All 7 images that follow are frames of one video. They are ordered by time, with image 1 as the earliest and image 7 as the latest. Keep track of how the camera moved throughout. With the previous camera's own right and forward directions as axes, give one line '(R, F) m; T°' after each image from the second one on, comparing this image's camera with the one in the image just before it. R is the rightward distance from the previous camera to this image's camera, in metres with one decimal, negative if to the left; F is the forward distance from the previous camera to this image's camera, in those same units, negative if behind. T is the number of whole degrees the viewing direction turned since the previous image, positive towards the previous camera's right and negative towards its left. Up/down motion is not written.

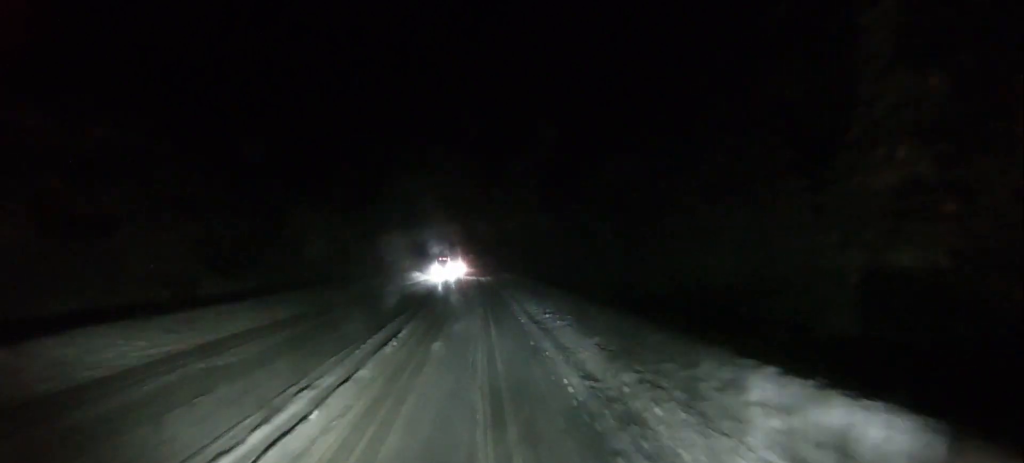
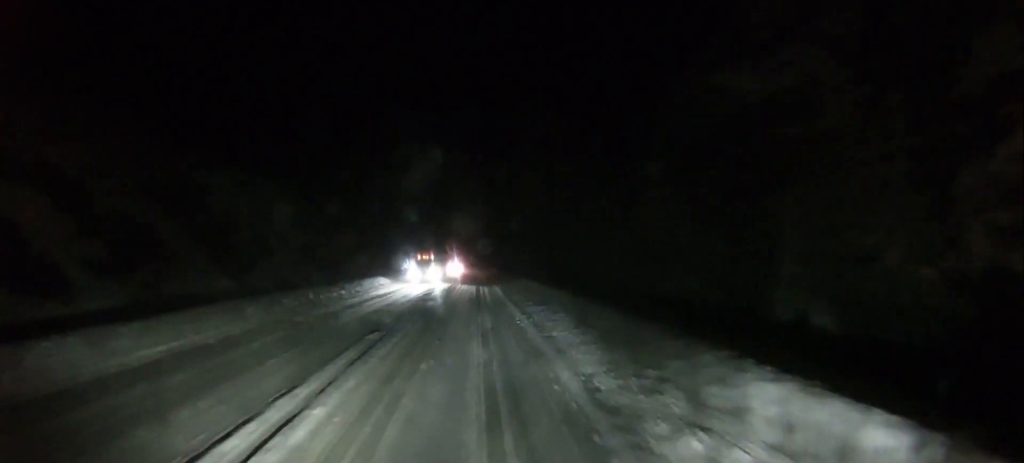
(+0.4, +18.2) m; +1°
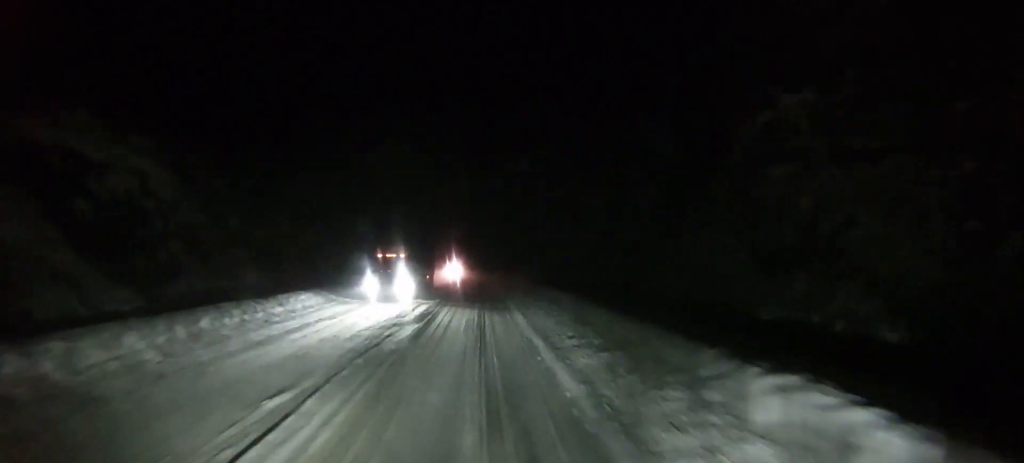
(-0.2, +14.3) m; -2°
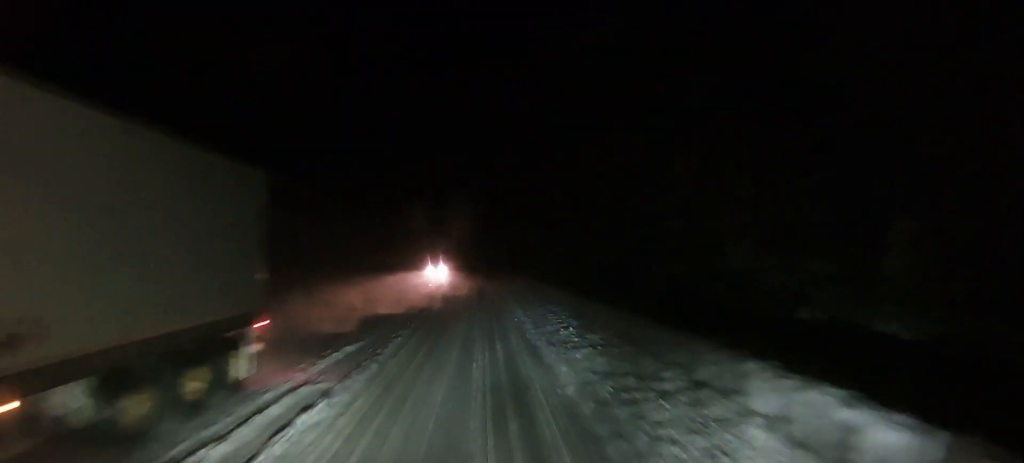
(+0.1, +23.6) m; +1°
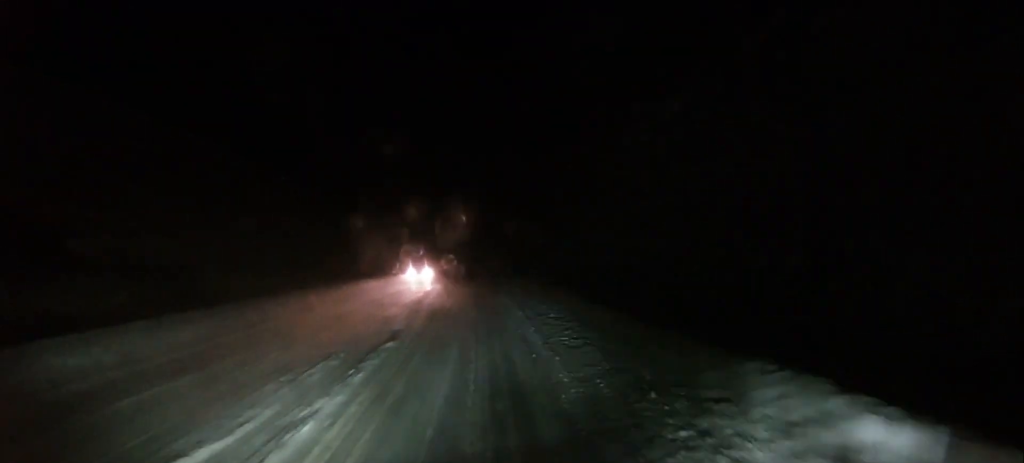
(+0.1, +9.8) m; 0°
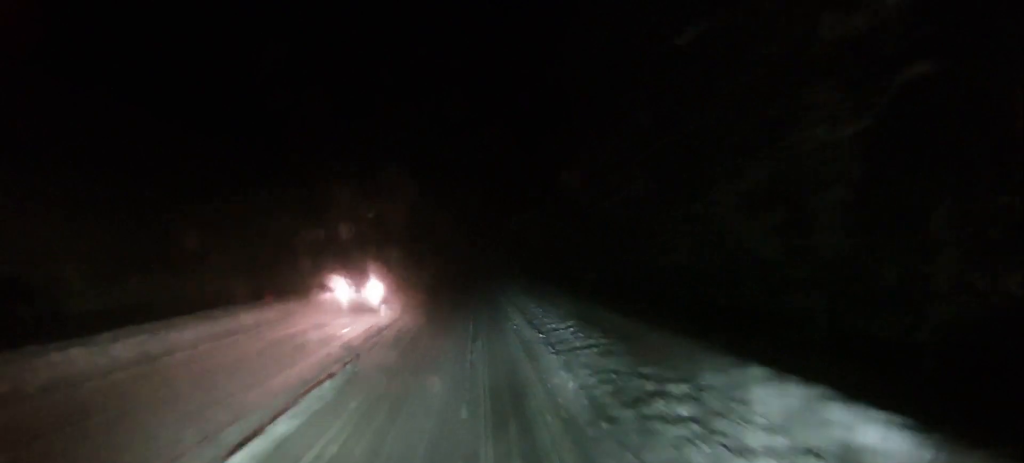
(-0.4, +14.9) m; -3°
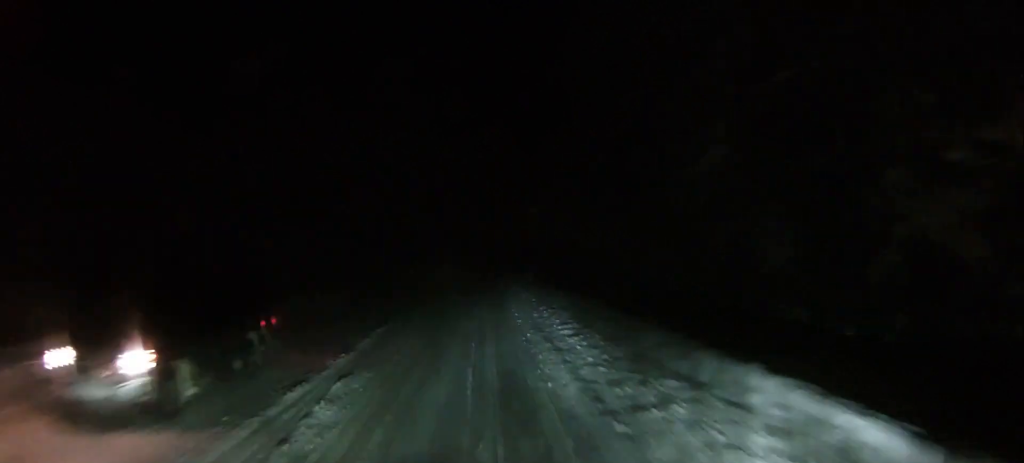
(-0.4, +10.2) m; 0°
